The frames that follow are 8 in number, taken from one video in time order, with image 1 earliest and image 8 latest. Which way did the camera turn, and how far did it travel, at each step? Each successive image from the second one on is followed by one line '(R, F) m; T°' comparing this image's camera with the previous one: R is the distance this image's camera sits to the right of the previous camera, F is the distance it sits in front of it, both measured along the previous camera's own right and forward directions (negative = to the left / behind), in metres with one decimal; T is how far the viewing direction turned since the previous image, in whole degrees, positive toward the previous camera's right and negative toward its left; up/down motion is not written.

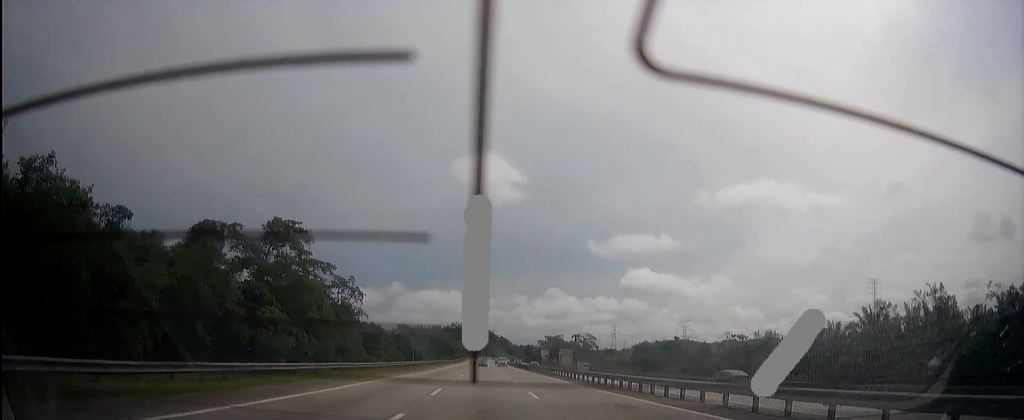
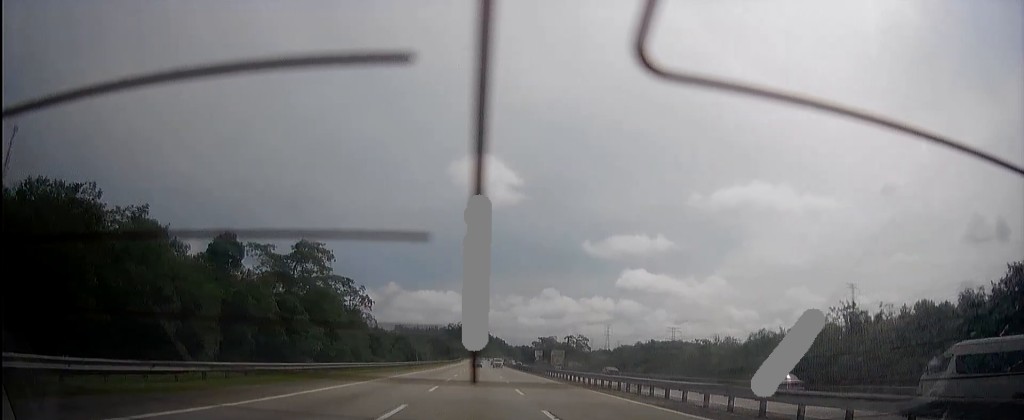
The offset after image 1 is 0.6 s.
(-0.1, +15.0) m; 0°
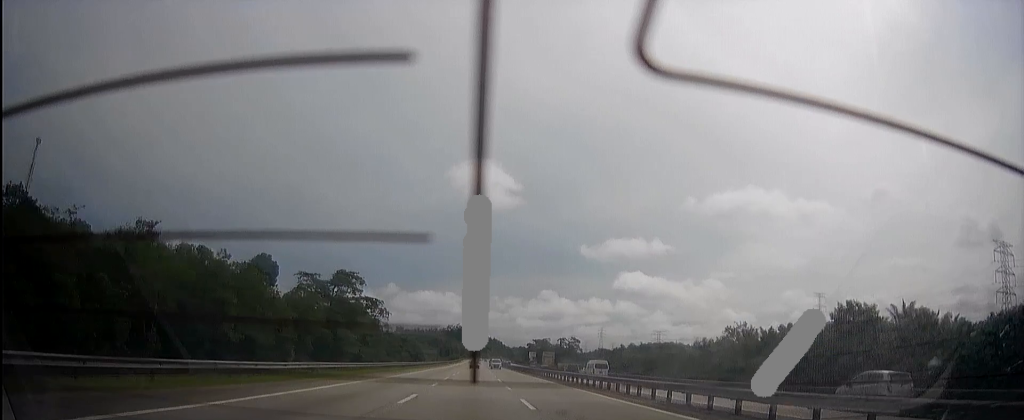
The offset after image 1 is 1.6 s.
(-0.1, +29.2) m; 0°
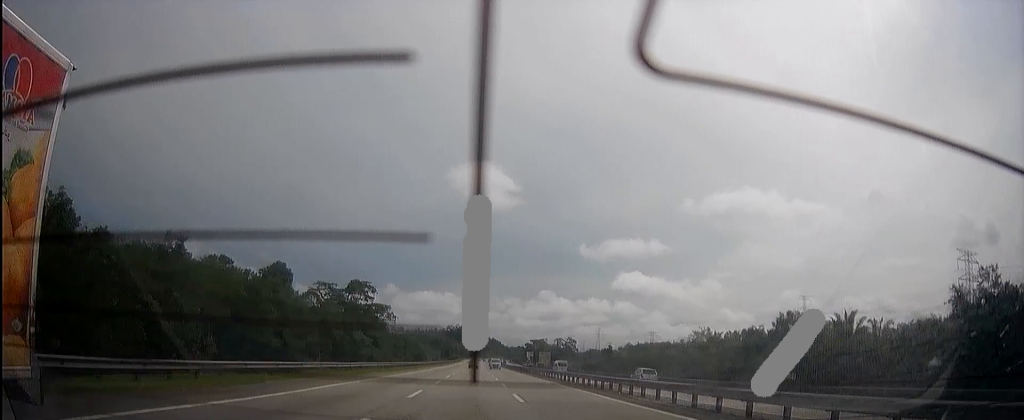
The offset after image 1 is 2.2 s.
(0.0, +15.2) m; 0°
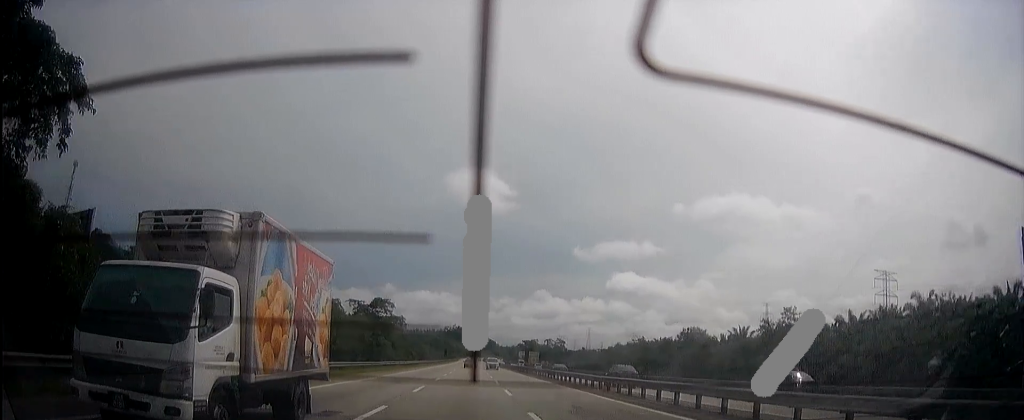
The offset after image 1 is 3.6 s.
(-0.1, +39.4) m; 0°
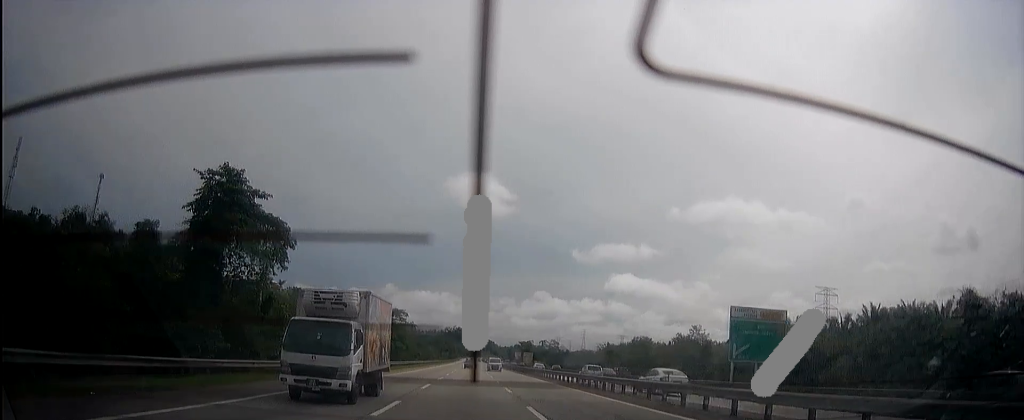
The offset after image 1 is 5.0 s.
(-0.1, +37.9) m; 0°
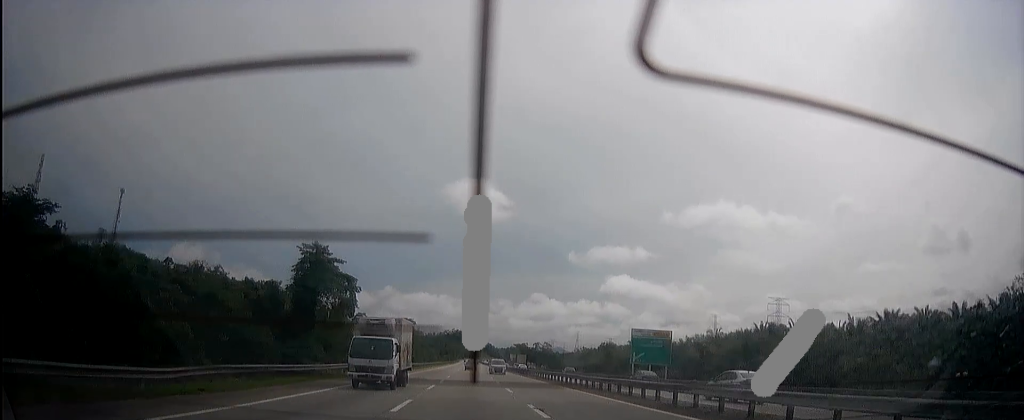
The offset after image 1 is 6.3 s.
(-0.1, +37.4) m; 0°
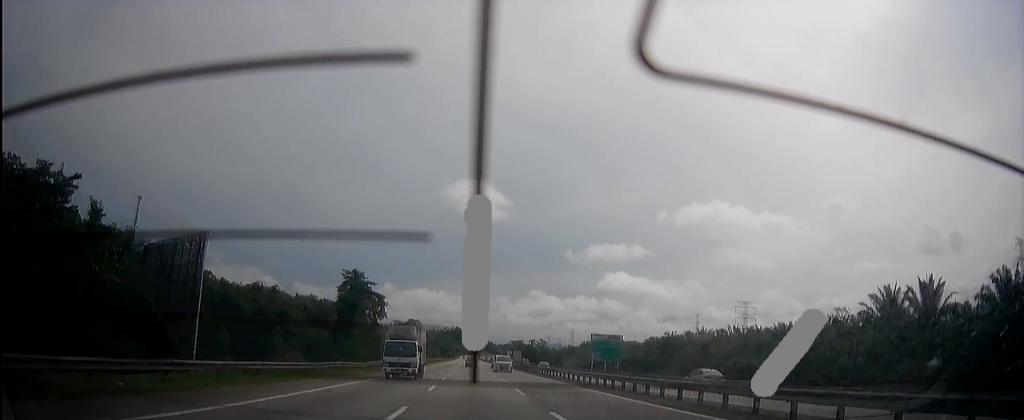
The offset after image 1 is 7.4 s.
(0.0, +32.3) m; 0°
